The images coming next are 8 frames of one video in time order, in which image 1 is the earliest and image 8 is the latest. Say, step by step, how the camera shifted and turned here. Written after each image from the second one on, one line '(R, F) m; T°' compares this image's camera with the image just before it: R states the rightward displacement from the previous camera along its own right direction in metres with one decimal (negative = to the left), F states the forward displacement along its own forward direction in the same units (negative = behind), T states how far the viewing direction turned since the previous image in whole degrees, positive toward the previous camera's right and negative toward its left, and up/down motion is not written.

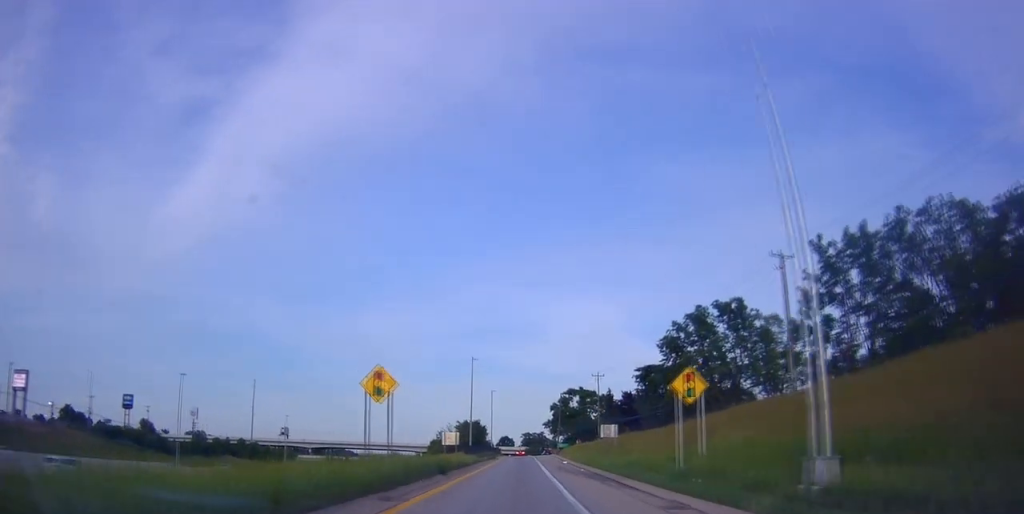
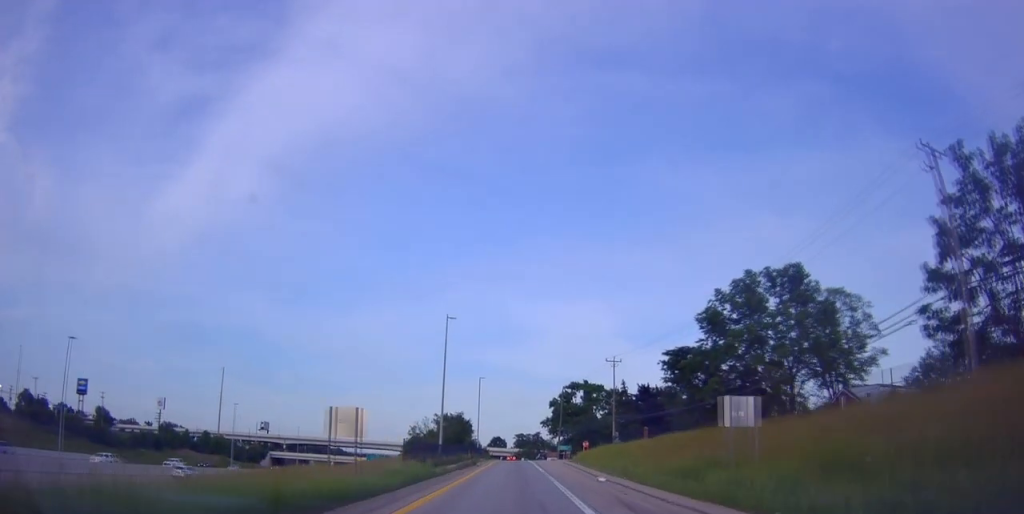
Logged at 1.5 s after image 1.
(0.0, +22.8) m; +2°
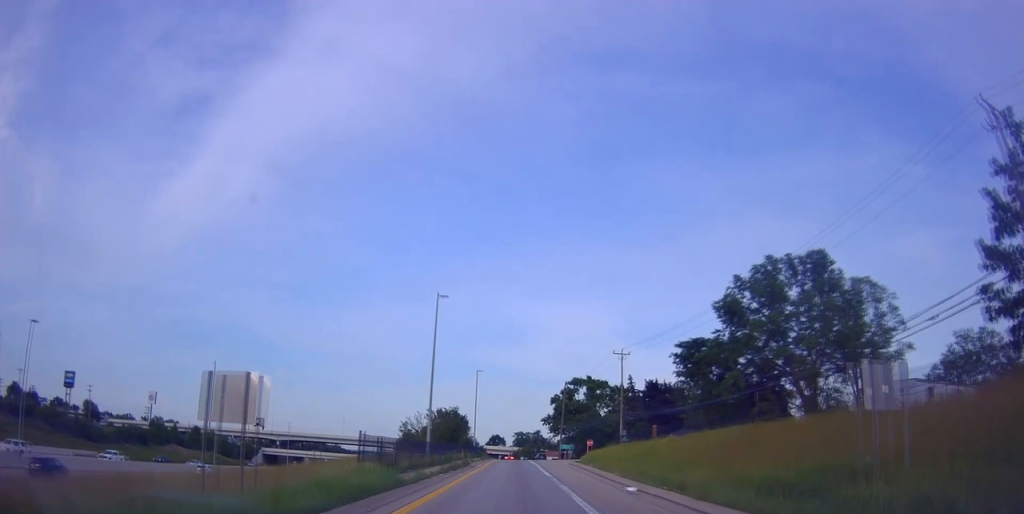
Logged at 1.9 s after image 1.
(-0.1, +6.5) m; +1°
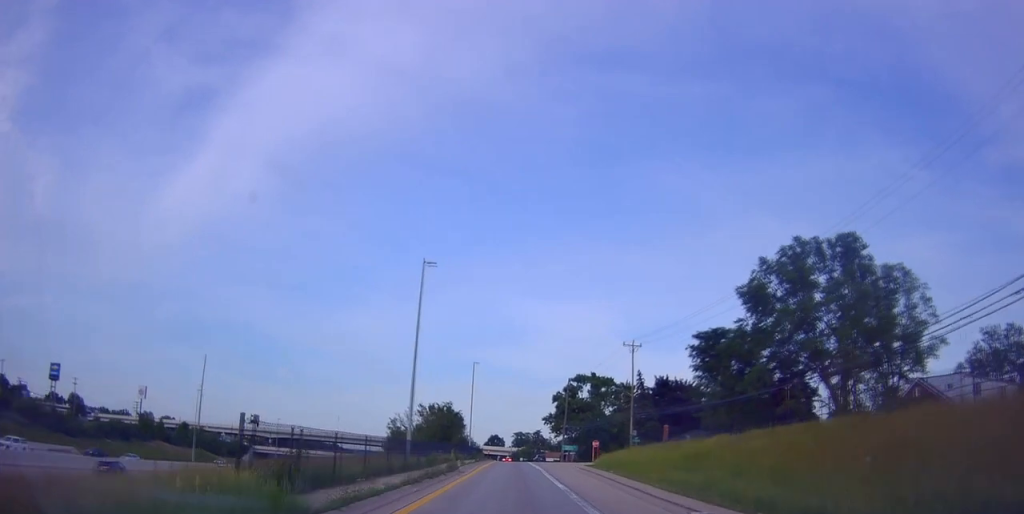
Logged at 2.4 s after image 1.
(+0.6, +7.2) m; +1°
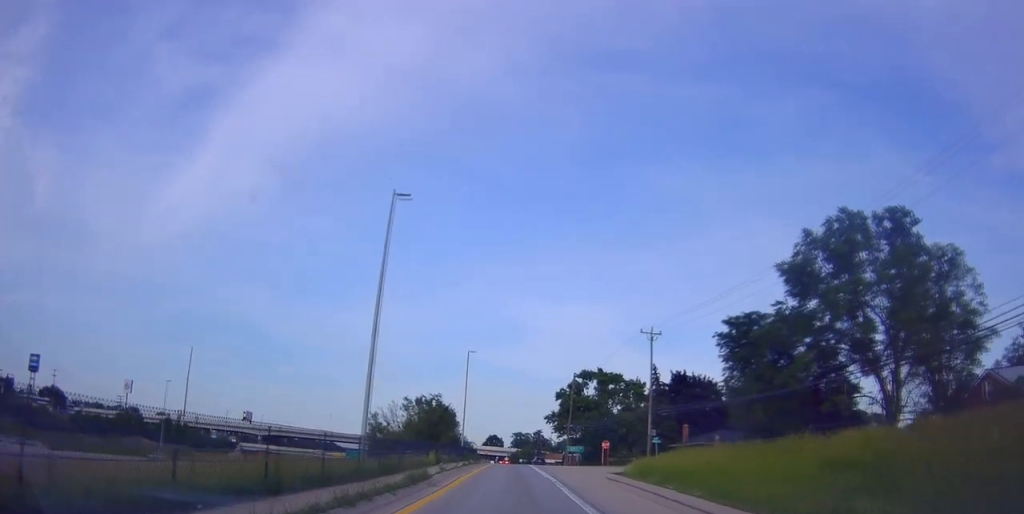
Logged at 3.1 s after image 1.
(+0.2, +10.0) m; 0°
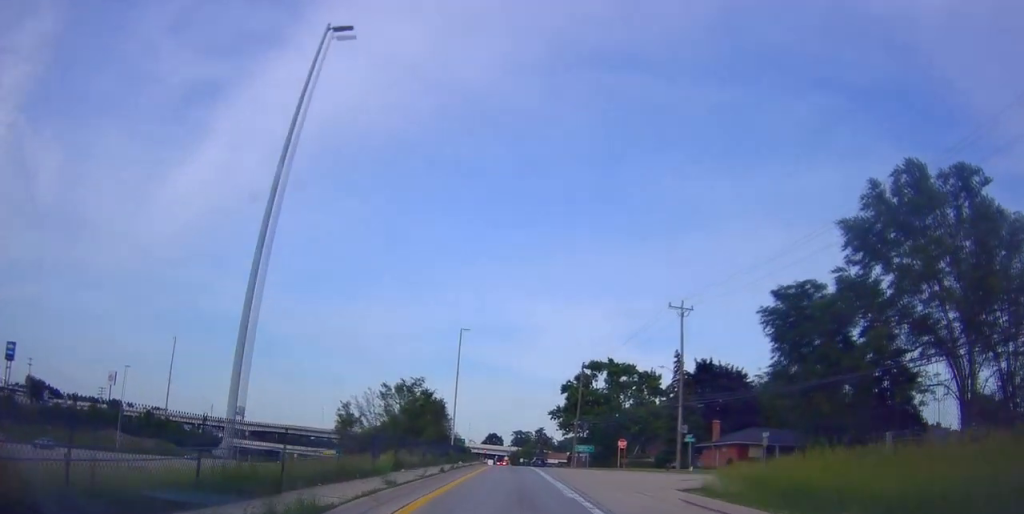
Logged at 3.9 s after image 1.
(-0.3, +11.6) m; -1°
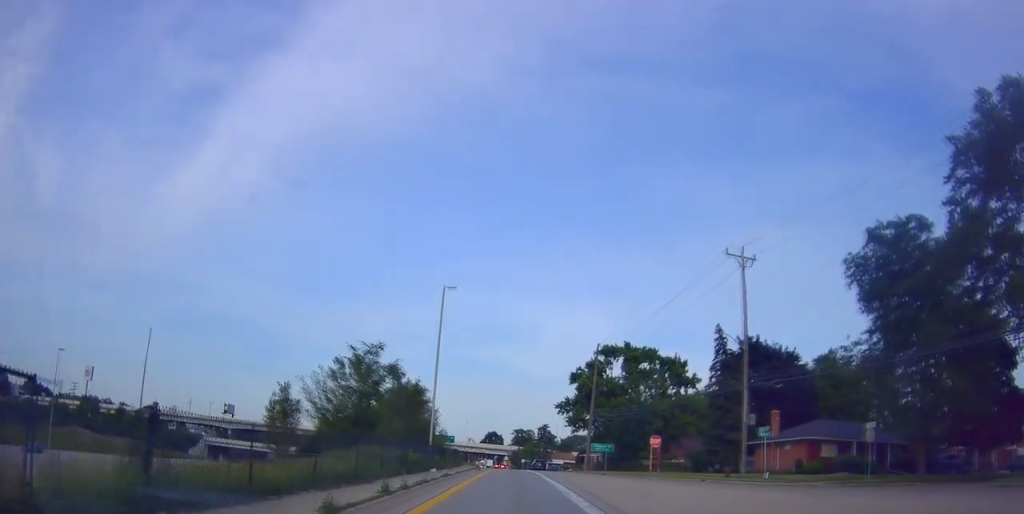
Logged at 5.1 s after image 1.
(+0.1, +15.0) m; 0°
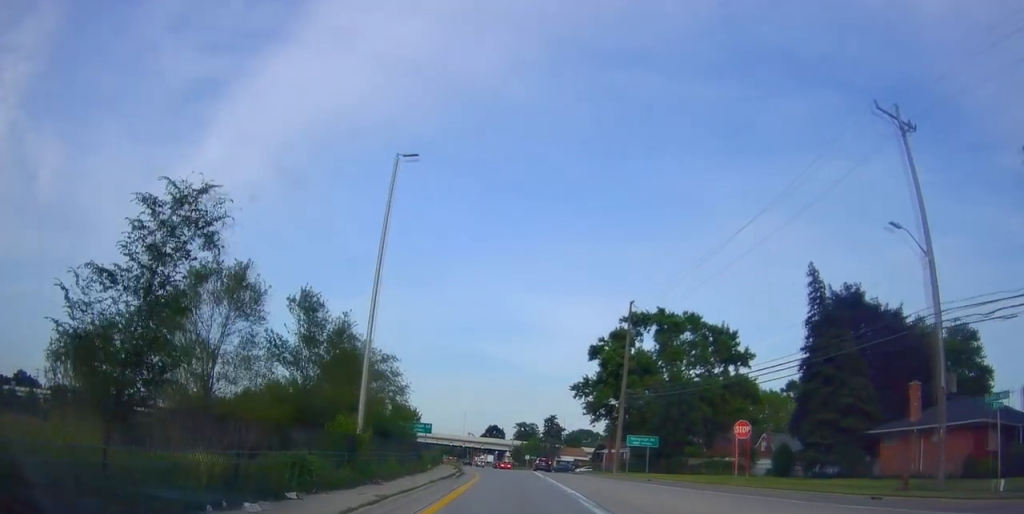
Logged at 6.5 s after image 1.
(0.0, +18.4) m; +2°
